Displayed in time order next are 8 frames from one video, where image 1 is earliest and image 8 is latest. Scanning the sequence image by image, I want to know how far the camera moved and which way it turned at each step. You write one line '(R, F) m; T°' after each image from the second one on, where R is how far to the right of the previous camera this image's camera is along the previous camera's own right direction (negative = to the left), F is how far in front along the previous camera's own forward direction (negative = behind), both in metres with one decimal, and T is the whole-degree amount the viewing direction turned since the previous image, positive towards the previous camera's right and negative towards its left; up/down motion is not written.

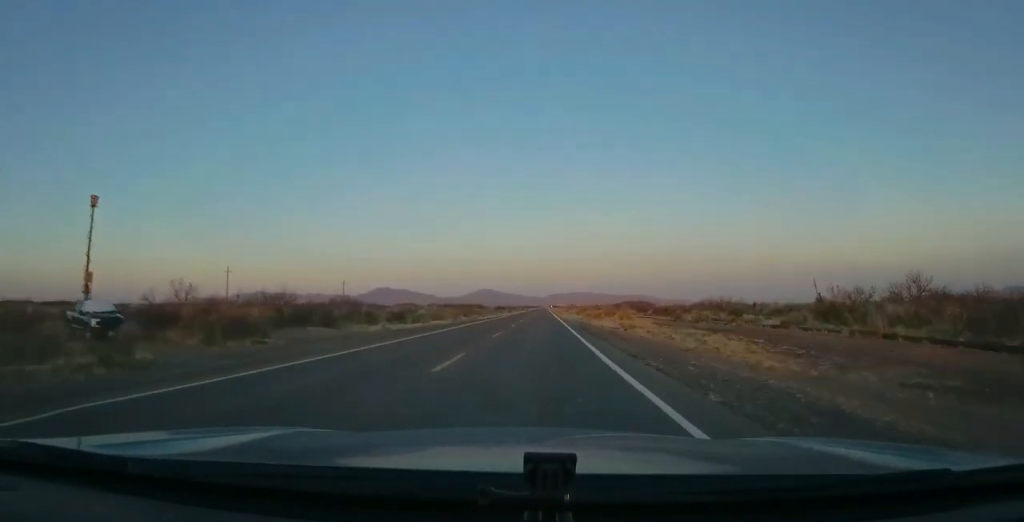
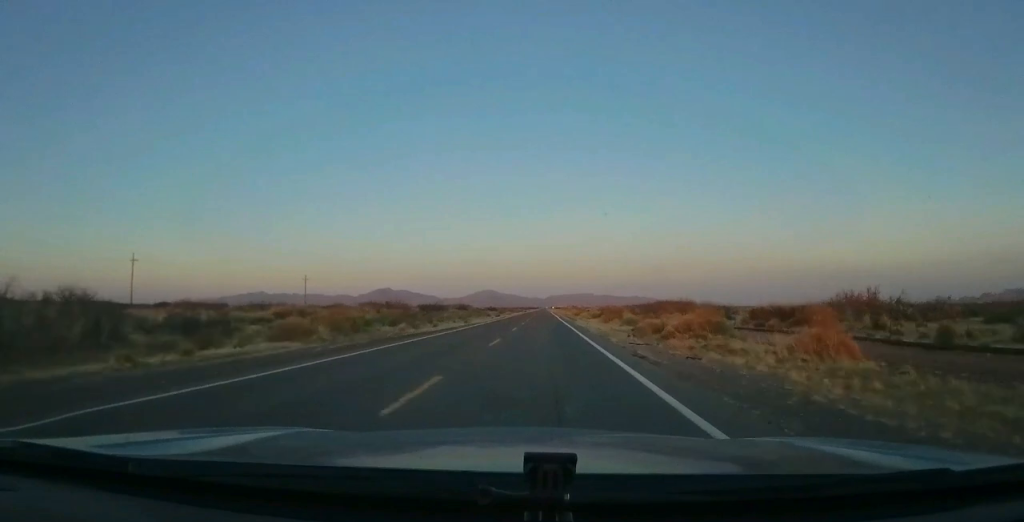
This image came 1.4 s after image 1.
(+0.5, +39.7) m; +1°
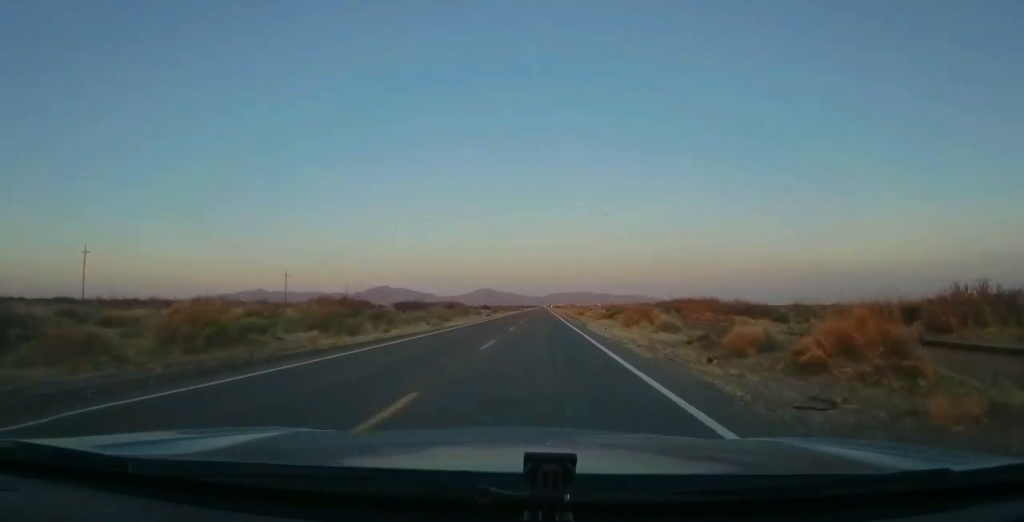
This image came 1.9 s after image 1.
(0.0, +14.5) m; 0°
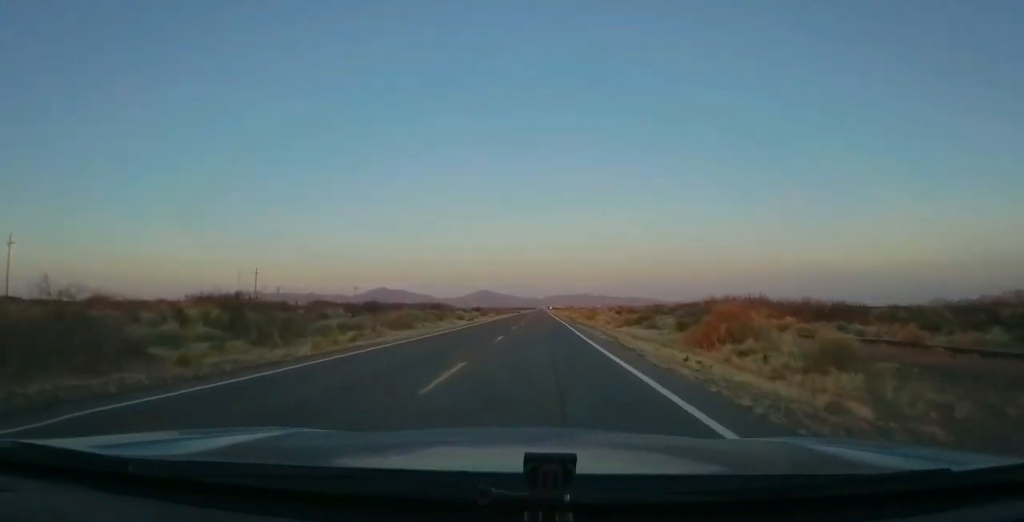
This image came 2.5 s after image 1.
(0.0, +19.4) m; 0°
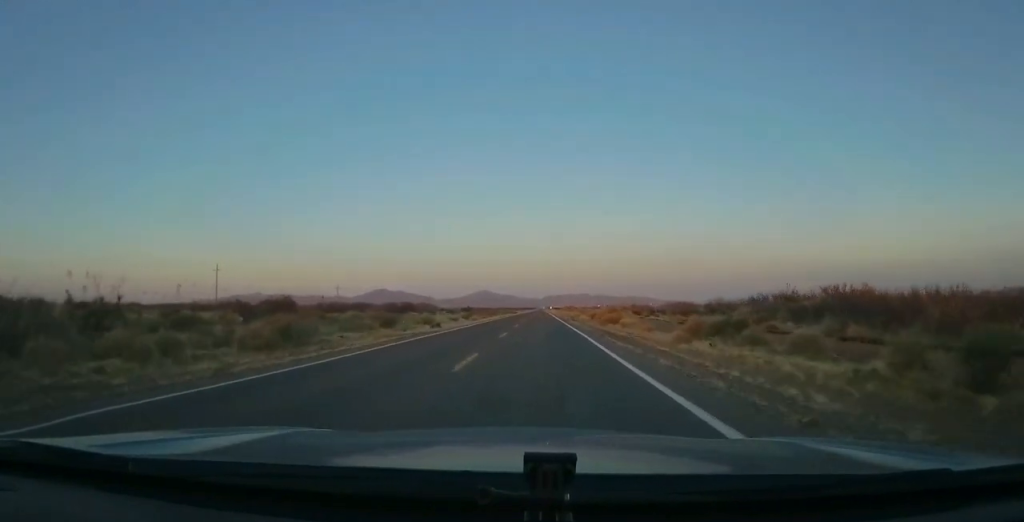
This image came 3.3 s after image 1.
(+0.1, +21.4) m; -1°
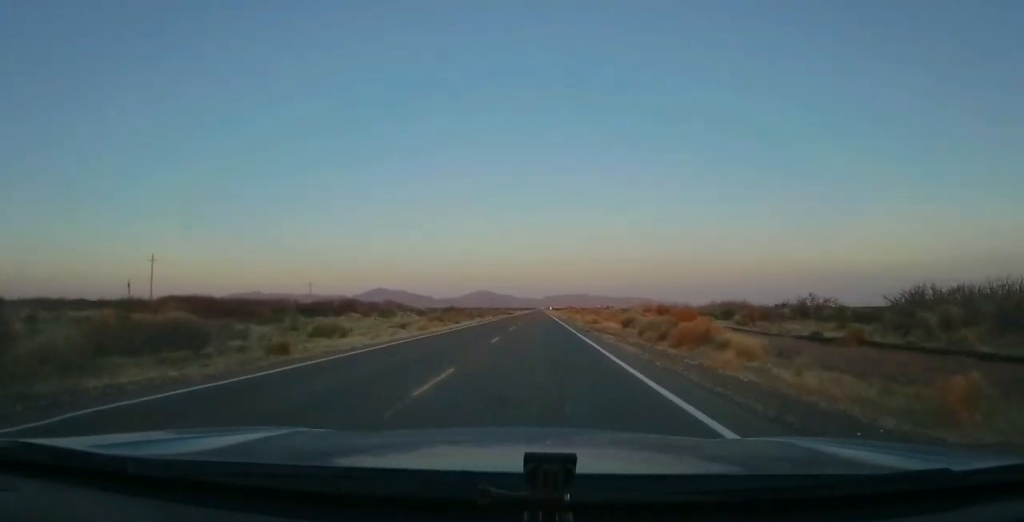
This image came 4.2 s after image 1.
(-0.5, +27.4) m; -1°
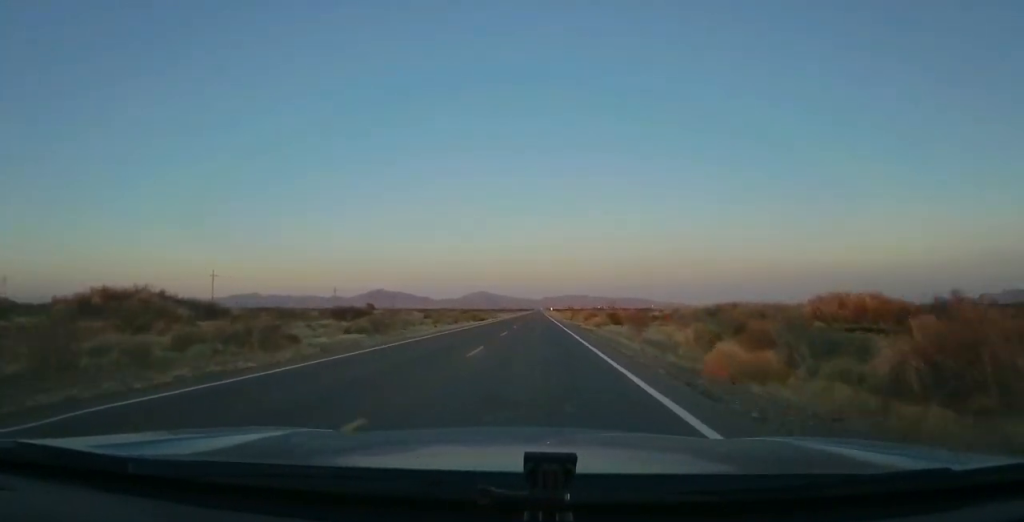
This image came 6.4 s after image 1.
(+1.2, +64.4) m; +2°
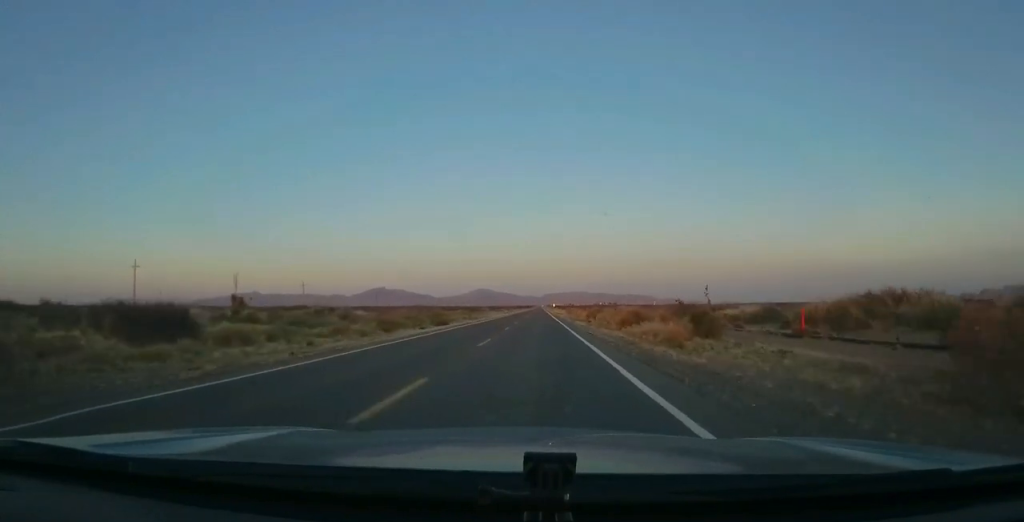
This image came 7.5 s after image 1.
(0.0, +32.3) m; 0°
